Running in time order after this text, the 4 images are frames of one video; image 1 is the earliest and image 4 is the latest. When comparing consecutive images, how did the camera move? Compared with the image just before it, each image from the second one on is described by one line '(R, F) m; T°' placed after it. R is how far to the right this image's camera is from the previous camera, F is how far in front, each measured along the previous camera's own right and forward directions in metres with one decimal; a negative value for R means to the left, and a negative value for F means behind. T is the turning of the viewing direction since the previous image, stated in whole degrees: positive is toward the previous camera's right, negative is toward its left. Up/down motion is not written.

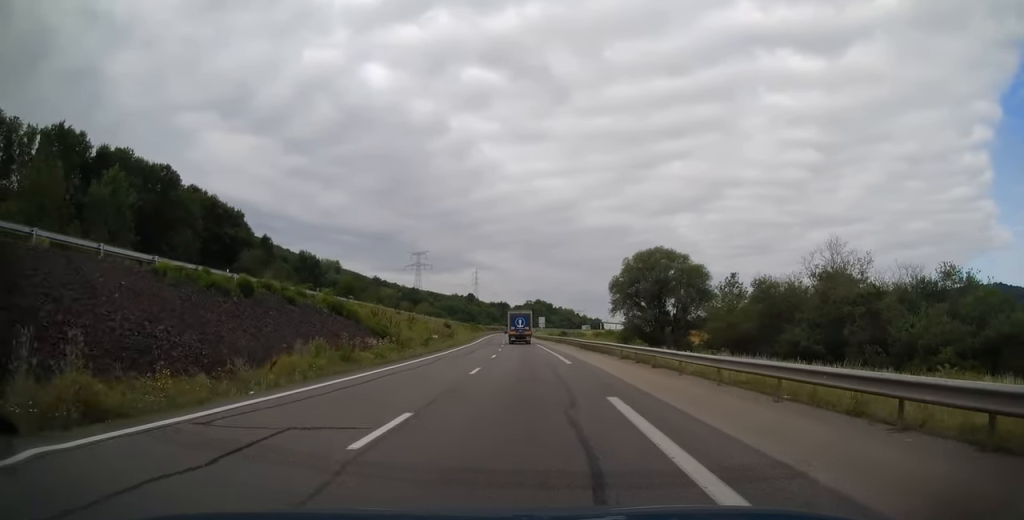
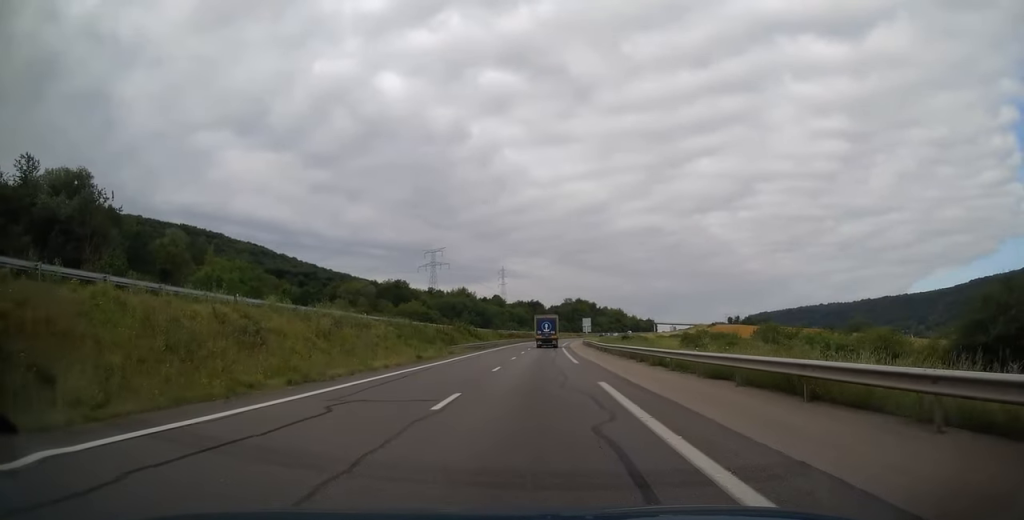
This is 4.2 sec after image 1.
(-4.5, +99.8) m; -4°
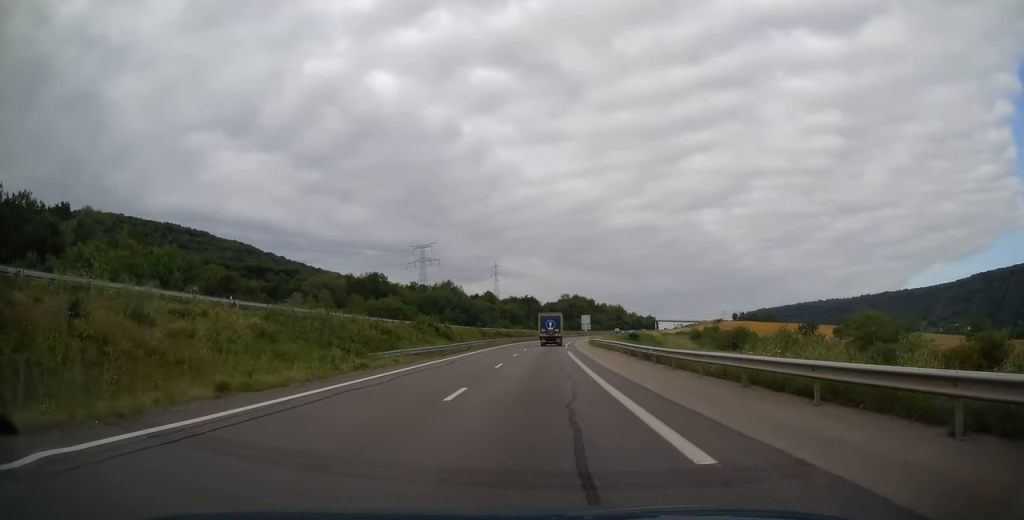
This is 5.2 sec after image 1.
(0.0, +24.4) m; 0°
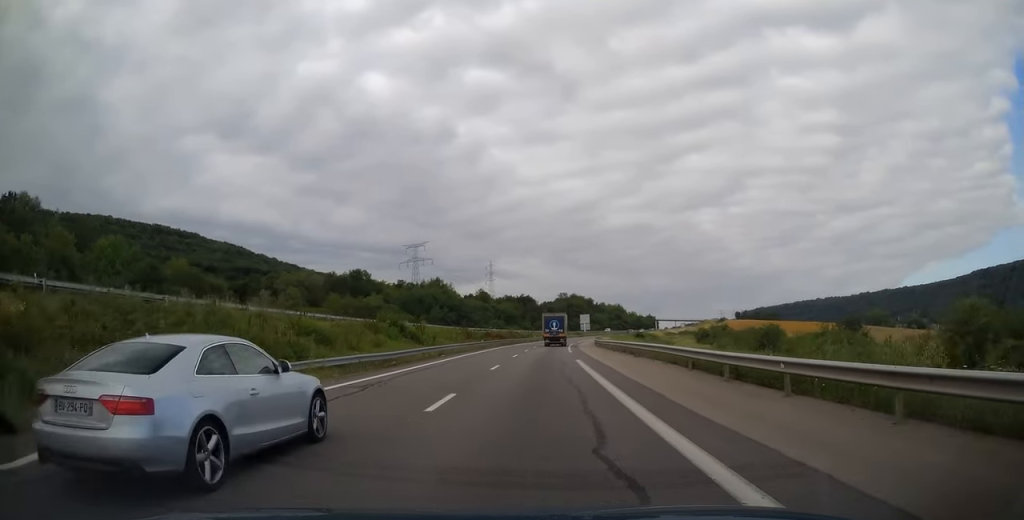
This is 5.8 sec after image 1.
(0.0, +14.7) m; 0°
